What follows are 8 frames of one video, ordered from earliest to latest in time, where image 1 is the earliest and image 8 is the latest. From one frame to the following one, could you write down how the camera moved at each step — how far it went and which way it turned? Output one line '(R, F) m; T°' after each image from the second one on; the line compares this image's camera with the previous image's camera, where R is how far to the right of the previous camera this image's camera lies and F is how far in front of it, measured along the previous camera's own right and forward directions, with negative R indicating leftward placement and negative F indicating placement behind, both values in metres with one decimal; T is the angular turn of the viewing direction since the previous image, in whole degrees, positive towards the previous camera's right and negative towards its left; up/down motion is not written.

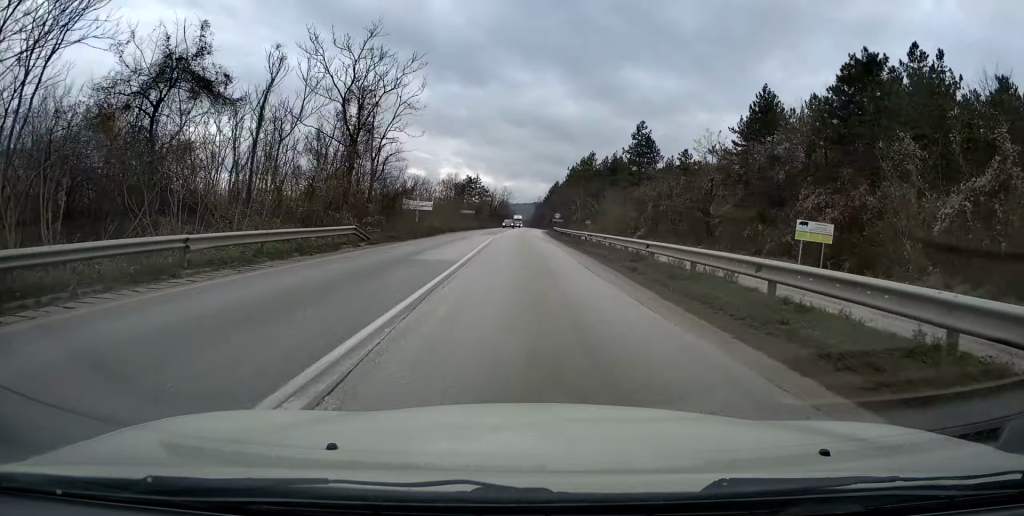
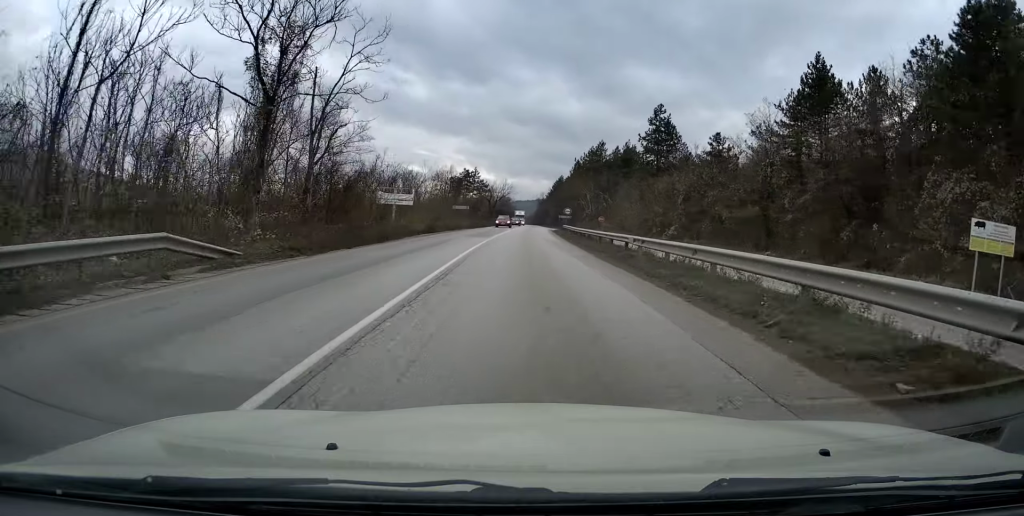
(0.0, +13.0) m; 0°
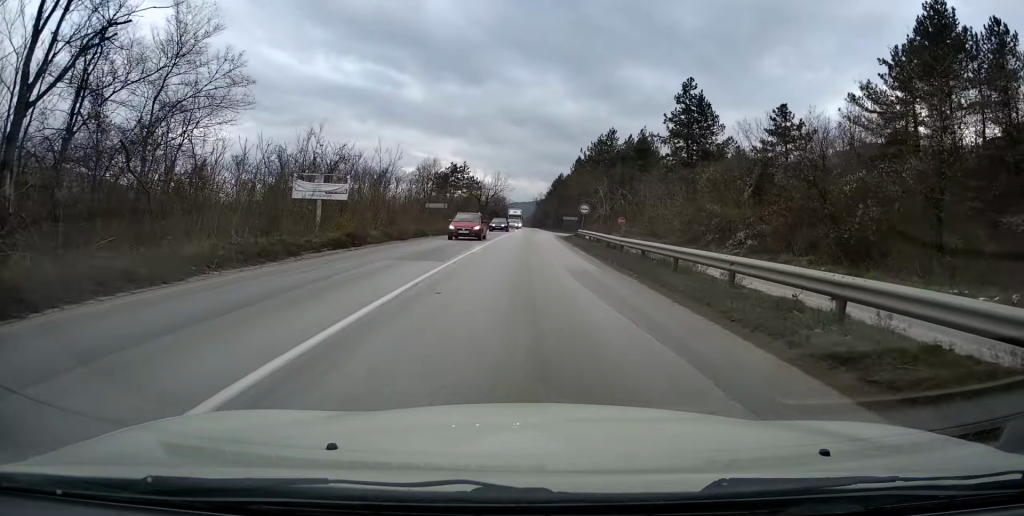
(-0.1, +19.0) m; 0°
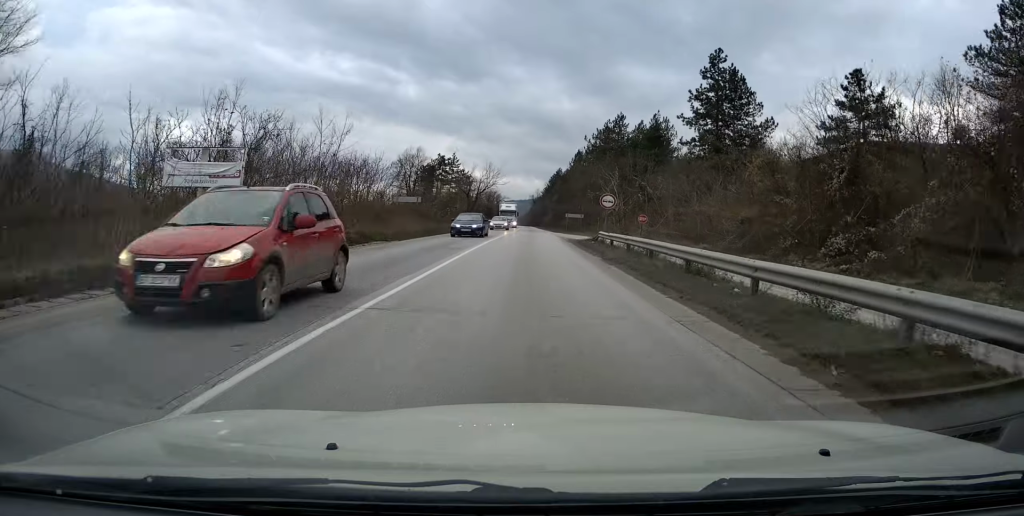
(-0.2, +12.7) m; +1°
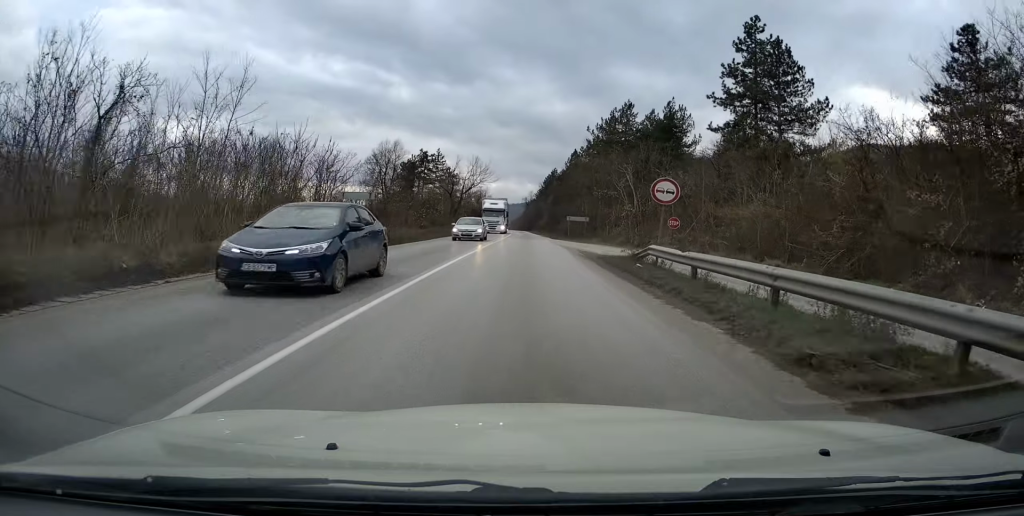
(+0.3, +12.2) m; +1°
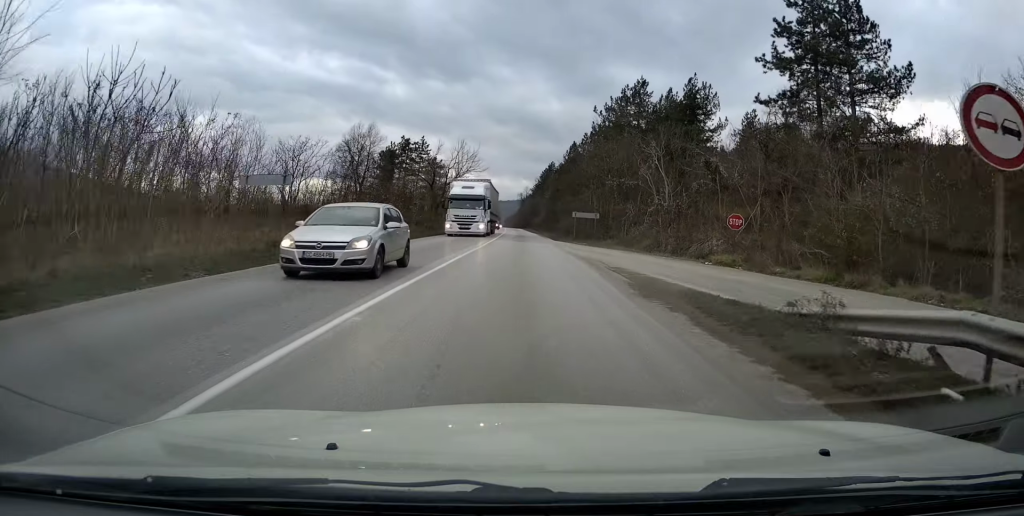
(+0.1, +11.7) m; +1°
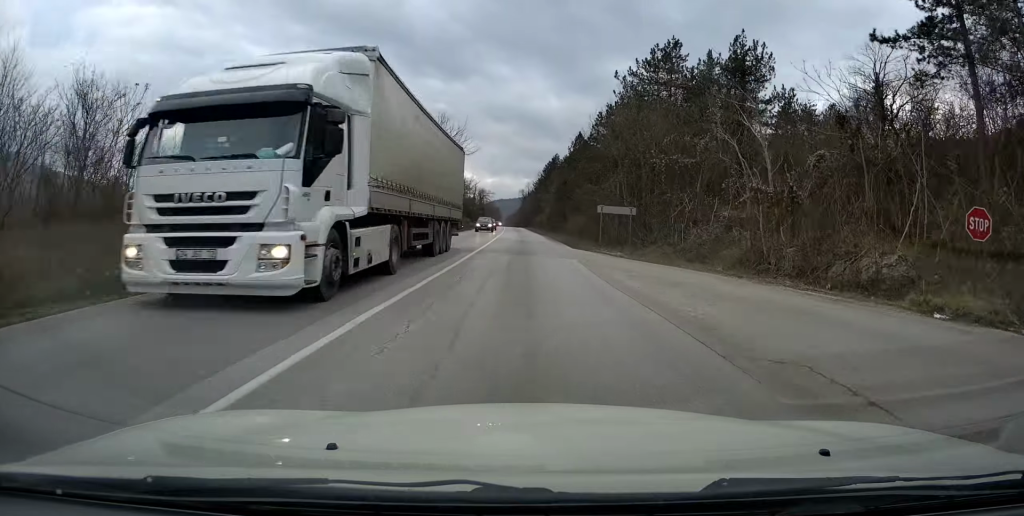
(0.0, +14.8) m; 0°
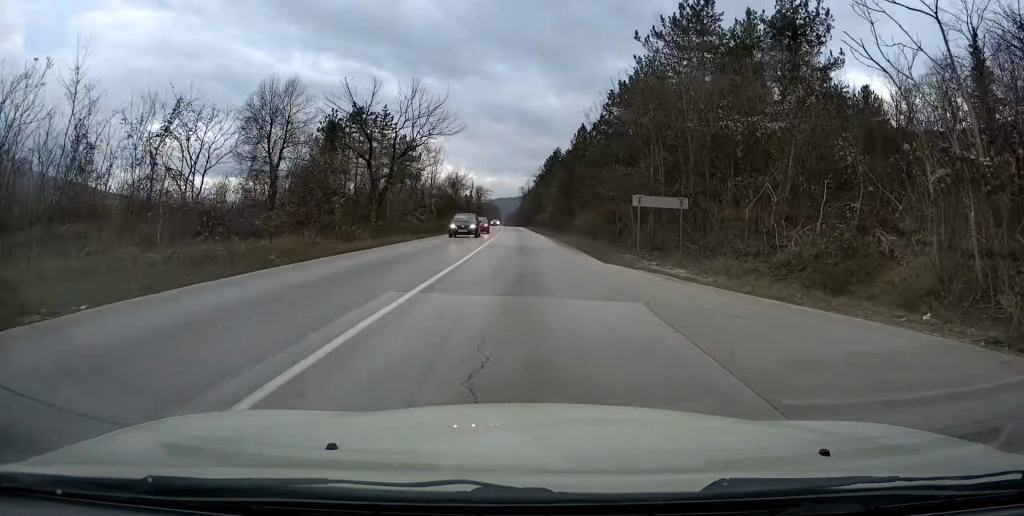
(0.0, +10.5) m; 0°
